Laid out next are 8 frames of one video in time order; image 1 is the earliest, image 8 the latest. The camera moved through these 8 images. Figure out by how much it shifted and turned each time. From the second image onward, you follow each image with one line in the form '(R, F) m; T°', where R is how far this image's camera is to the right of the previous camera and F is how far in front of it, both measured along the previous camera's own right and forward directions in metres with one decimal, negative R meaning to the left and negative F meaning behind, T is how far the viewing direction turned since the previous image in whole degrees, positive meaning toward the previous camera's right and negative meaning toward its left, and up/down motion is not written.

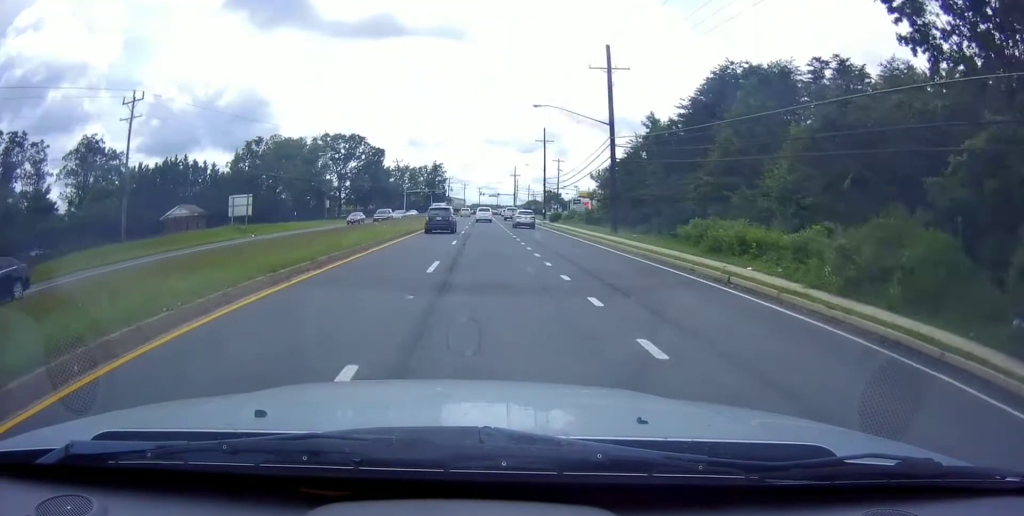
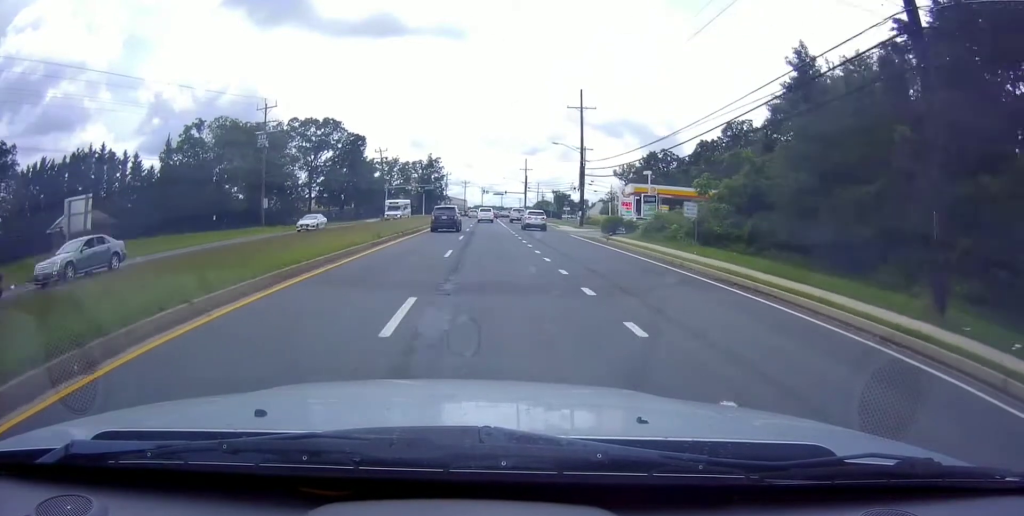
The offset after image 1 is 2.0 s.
(-0.4, +31.5) m; -2°
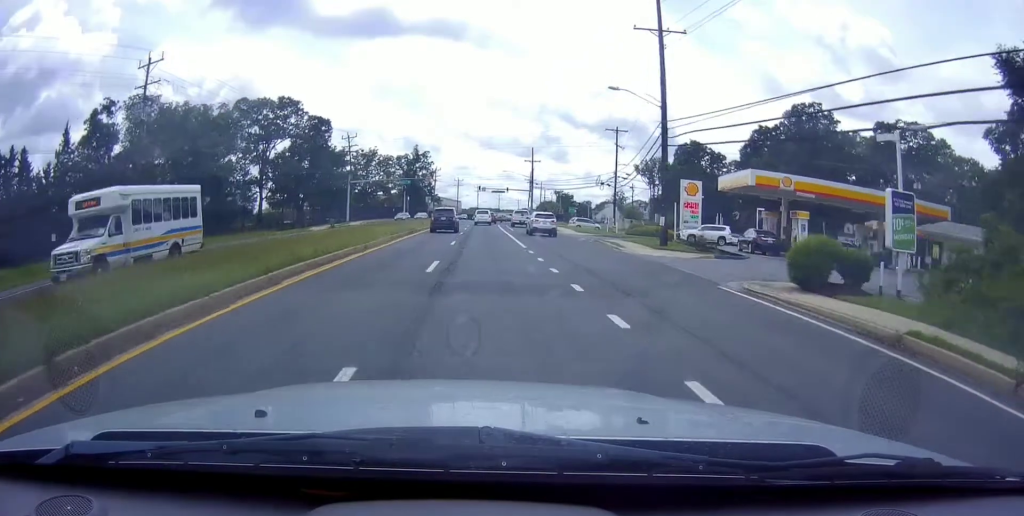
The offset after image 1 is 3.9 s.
(+0.7, +28.8) m; +1°
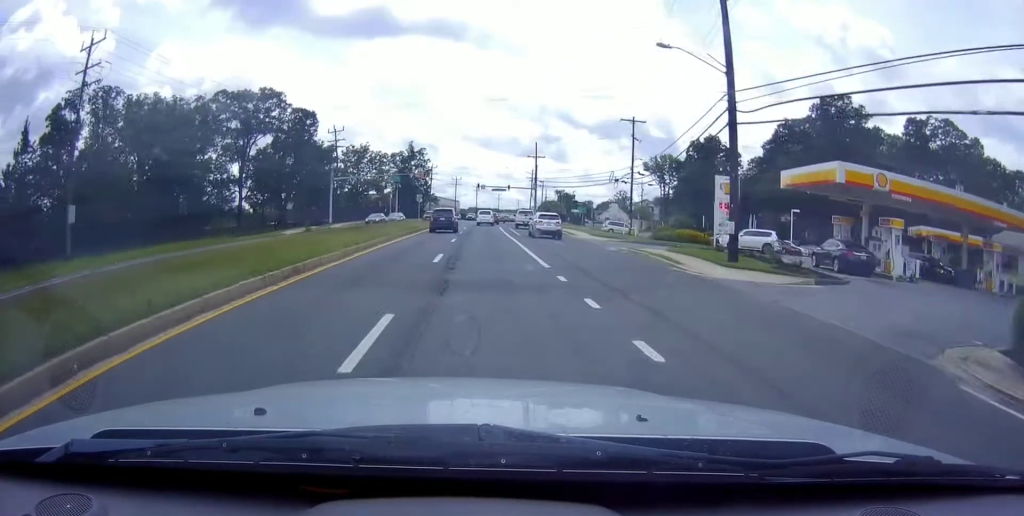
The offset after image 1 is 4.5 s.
(-0.1, +9.2) m; 0°
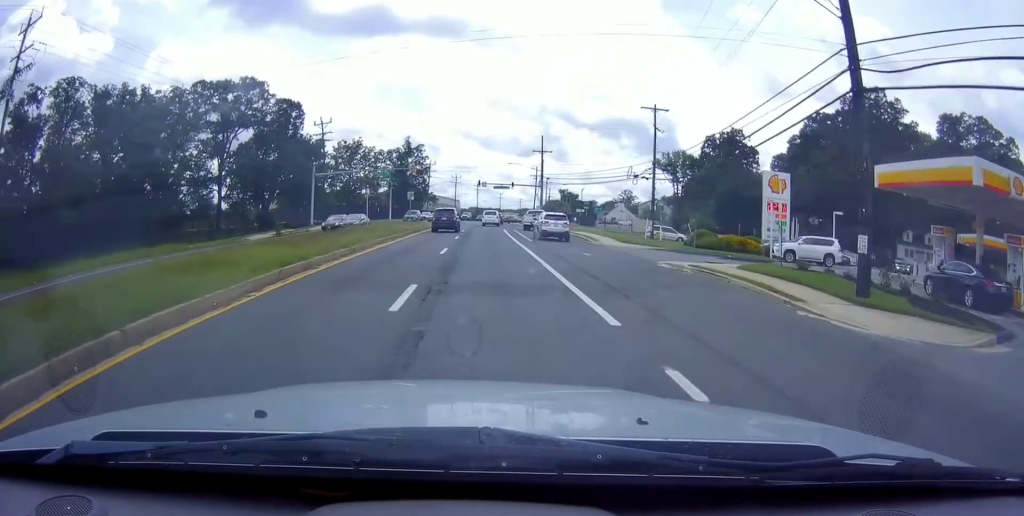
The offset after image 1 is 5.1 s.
(-0.2, +8.6) m; 0°
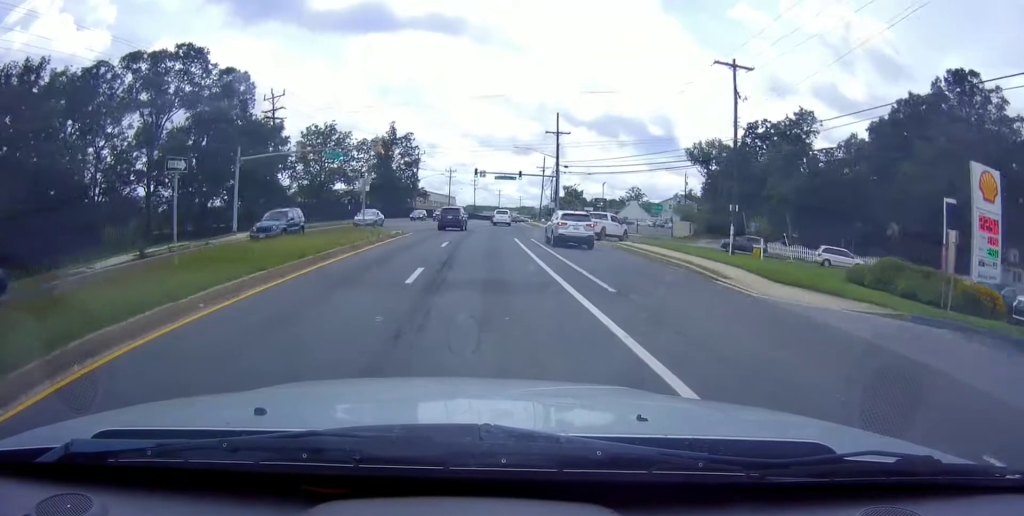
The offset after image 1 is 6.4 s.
(+0.1, +21.0) m; +1°
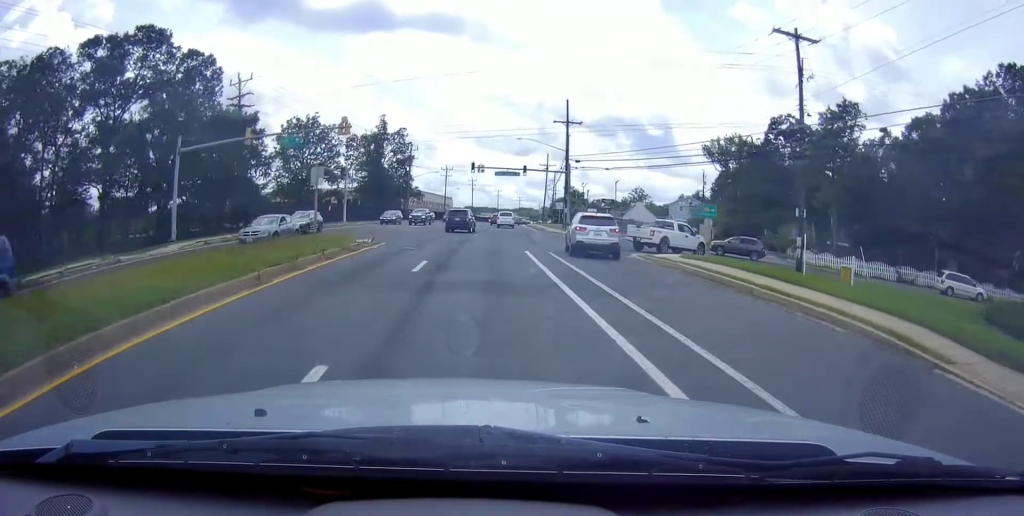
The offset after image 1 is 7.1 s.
(-0.3, +9.8) m; +1°
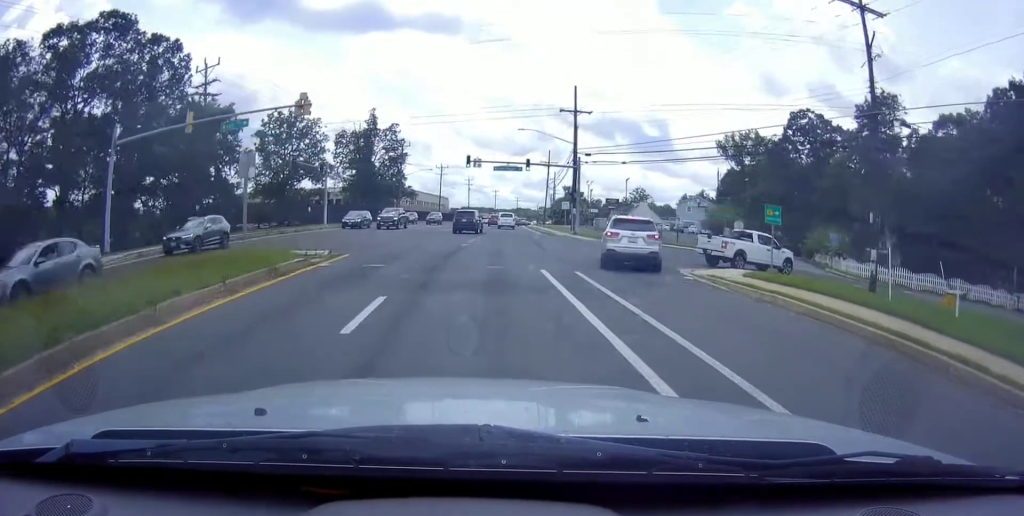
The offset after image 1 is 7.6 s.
(+0.4, +7.4) m; 0°
